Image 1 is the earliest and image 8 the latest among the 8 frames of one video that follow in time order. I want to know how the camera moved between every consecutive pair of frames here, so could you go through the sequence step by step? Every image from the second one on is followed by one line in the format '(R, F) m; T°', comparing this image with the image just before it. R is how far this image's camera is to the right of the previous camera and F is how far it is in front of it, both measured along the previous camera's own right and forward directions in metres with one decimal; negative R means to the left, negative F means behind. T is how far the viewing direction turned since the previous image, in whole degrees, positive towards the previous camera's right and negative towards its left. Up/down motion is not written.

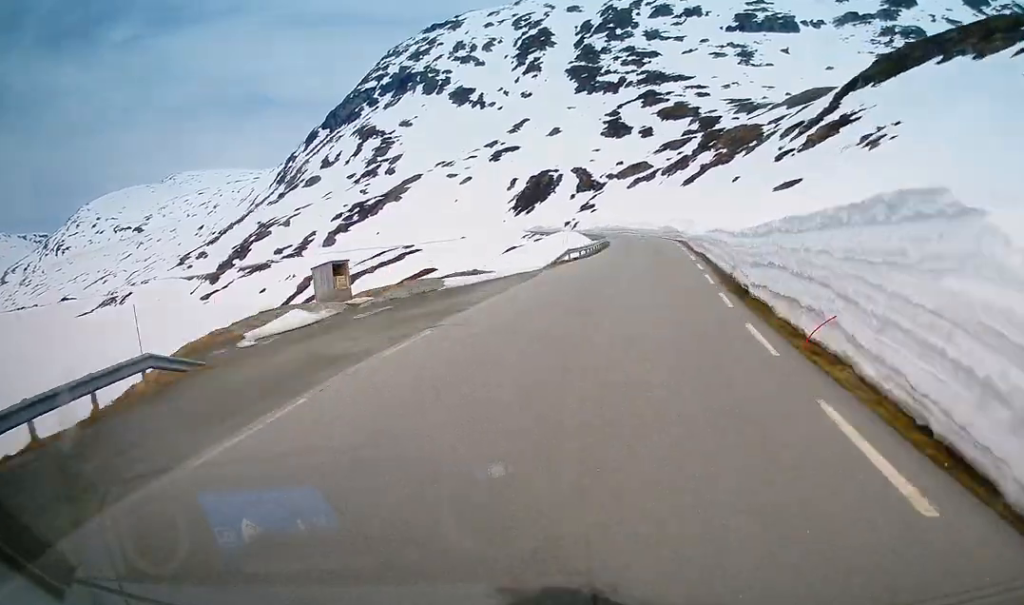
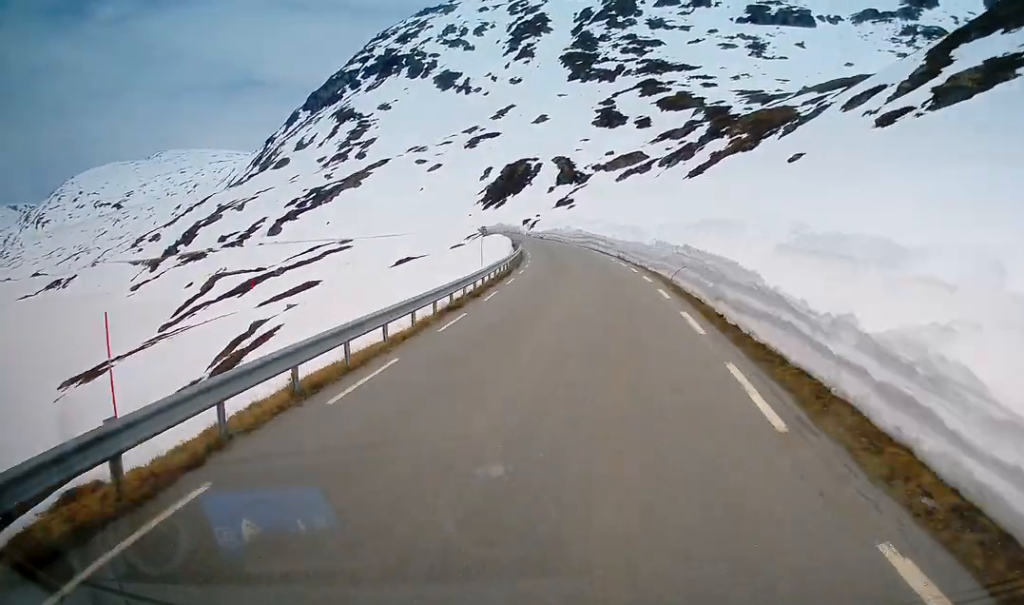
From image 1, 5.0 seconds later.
(-2.2, +58.0) m; -4°
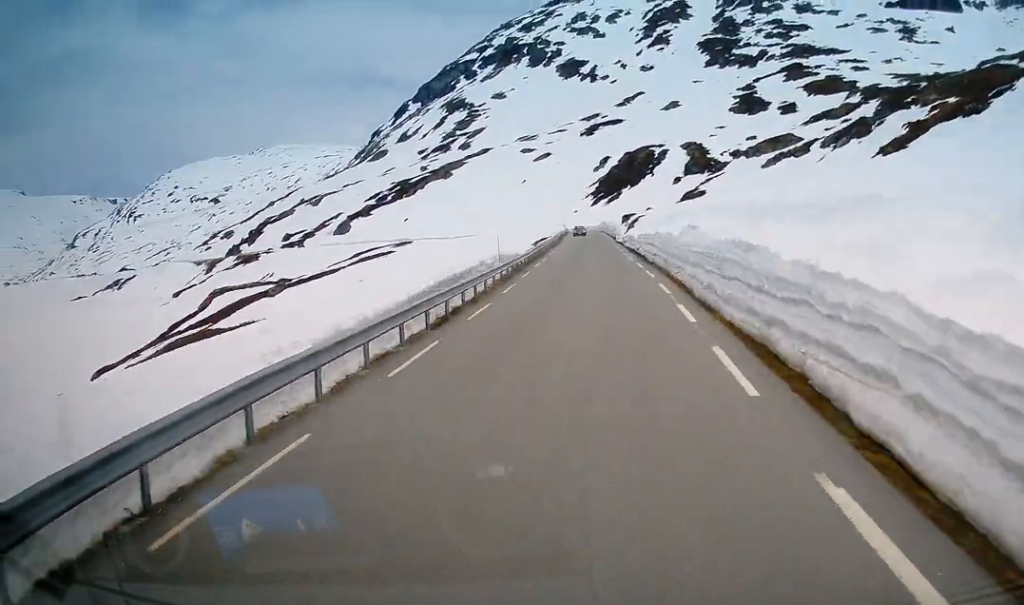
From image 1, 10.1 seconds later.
(-0.6, +58.6) m; -4°
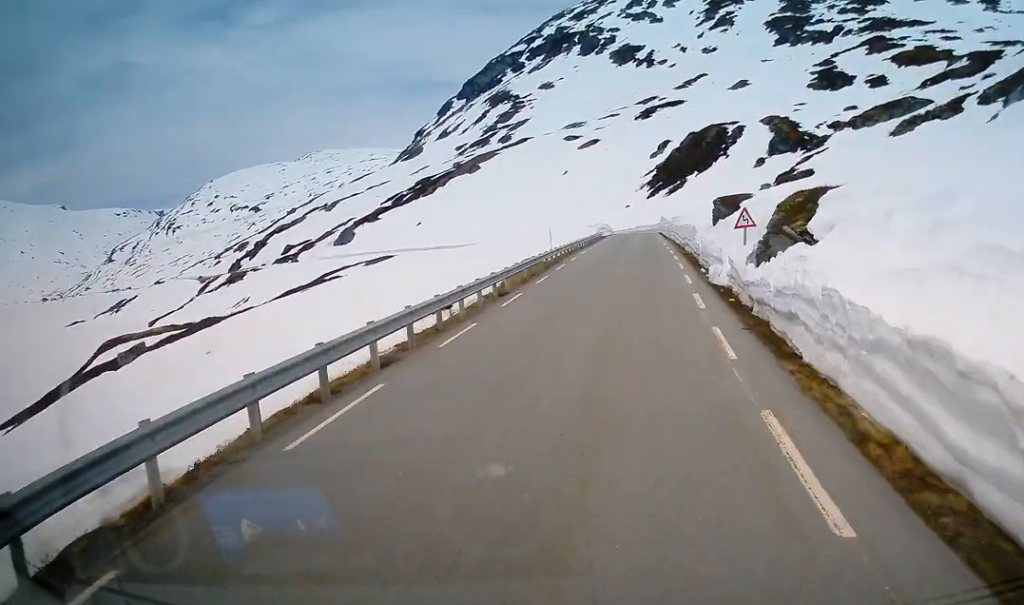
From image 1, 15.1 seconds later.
(-3.4, +58.6) m; -5°
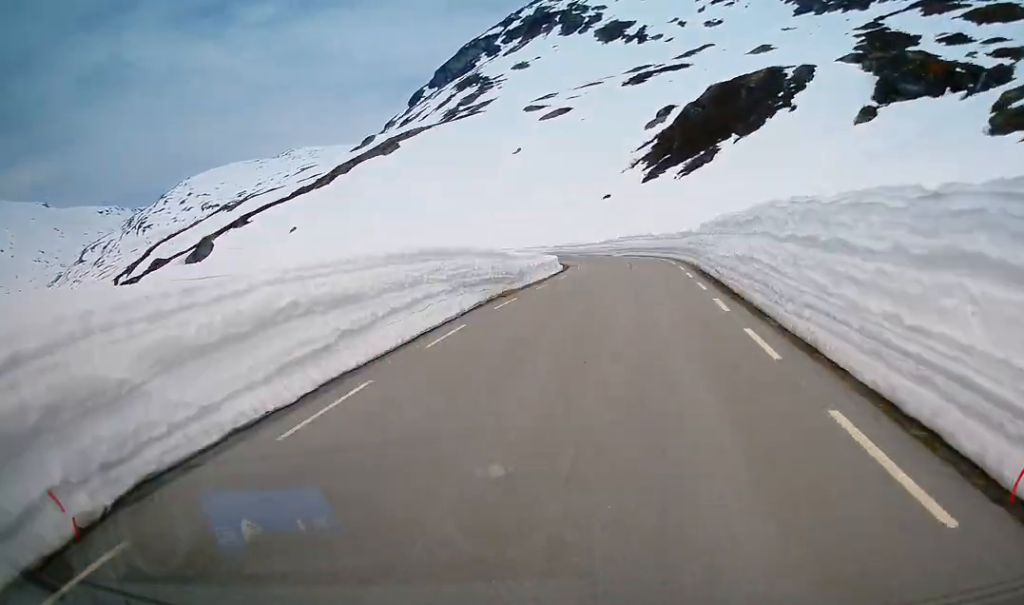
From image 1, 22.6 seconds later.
(-5.8, +86.9) m; -18°
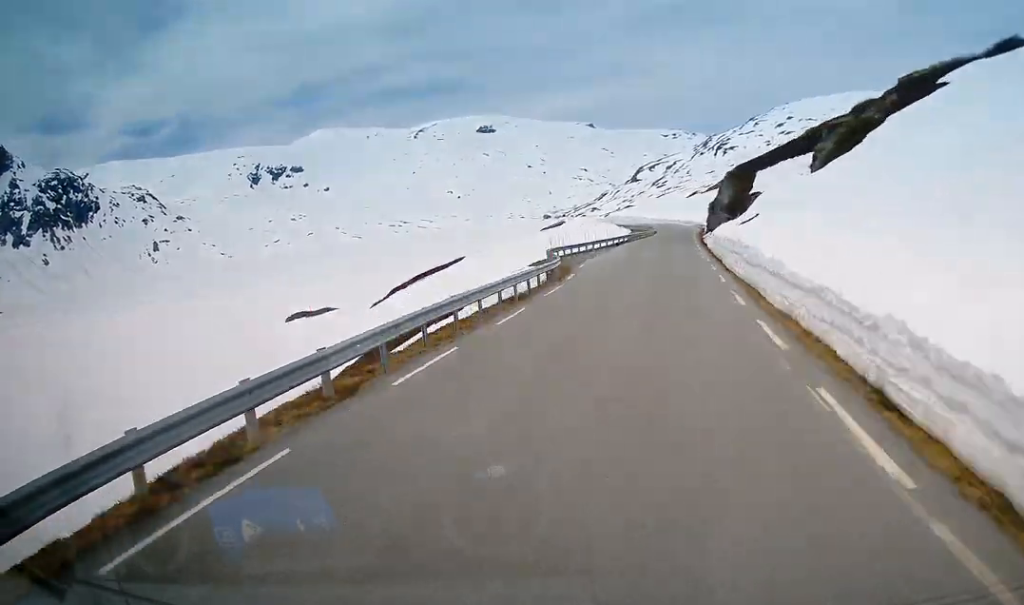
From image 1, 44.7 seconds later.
(-117.7, +198.7) m; -32°
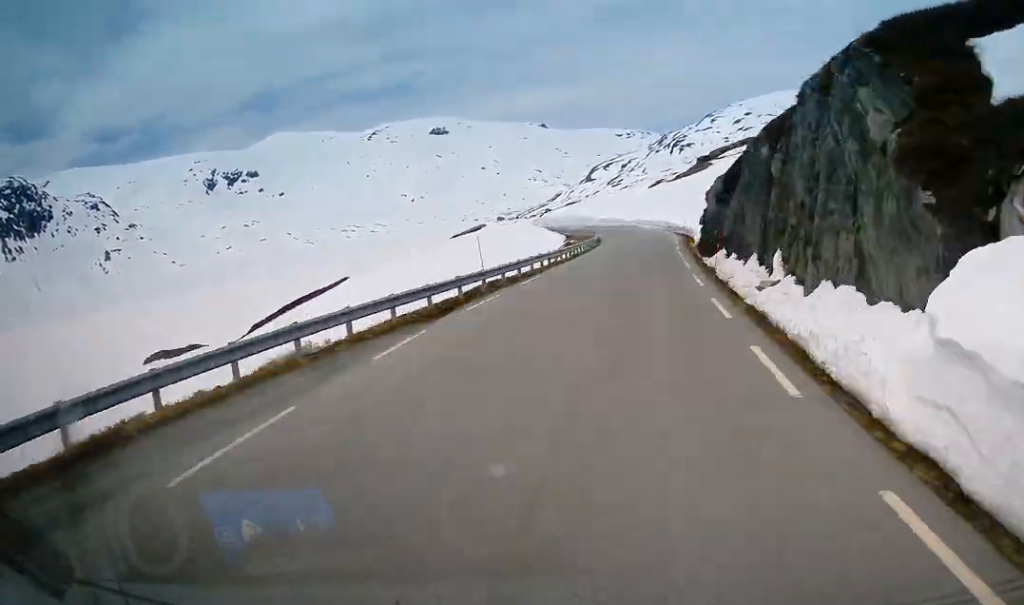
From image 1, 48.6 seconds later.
(+2.7, +45.2) m; 0°
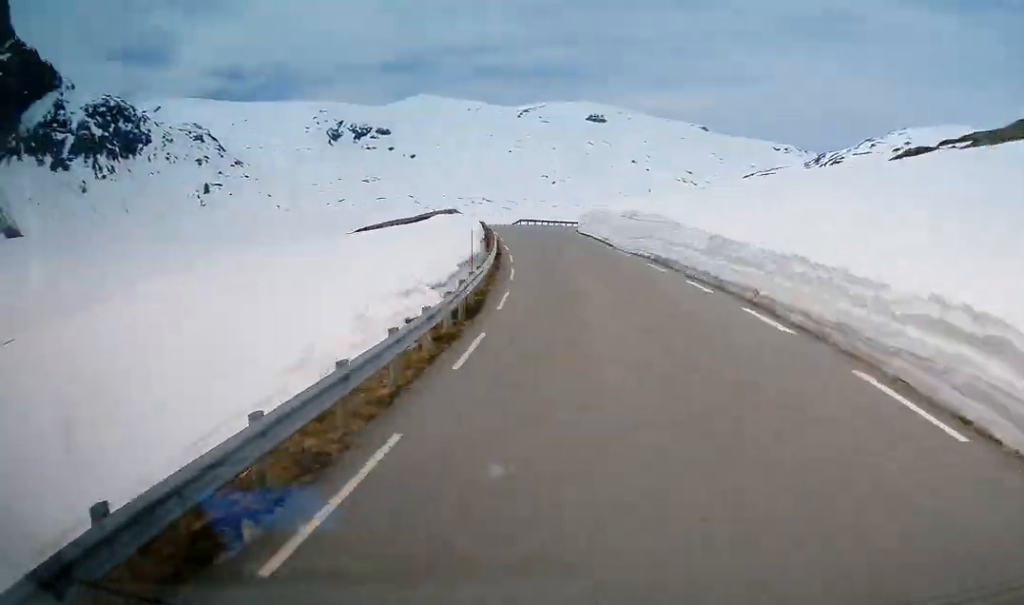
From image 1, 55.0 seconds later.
(+1.0, +74.5) m; +4°
